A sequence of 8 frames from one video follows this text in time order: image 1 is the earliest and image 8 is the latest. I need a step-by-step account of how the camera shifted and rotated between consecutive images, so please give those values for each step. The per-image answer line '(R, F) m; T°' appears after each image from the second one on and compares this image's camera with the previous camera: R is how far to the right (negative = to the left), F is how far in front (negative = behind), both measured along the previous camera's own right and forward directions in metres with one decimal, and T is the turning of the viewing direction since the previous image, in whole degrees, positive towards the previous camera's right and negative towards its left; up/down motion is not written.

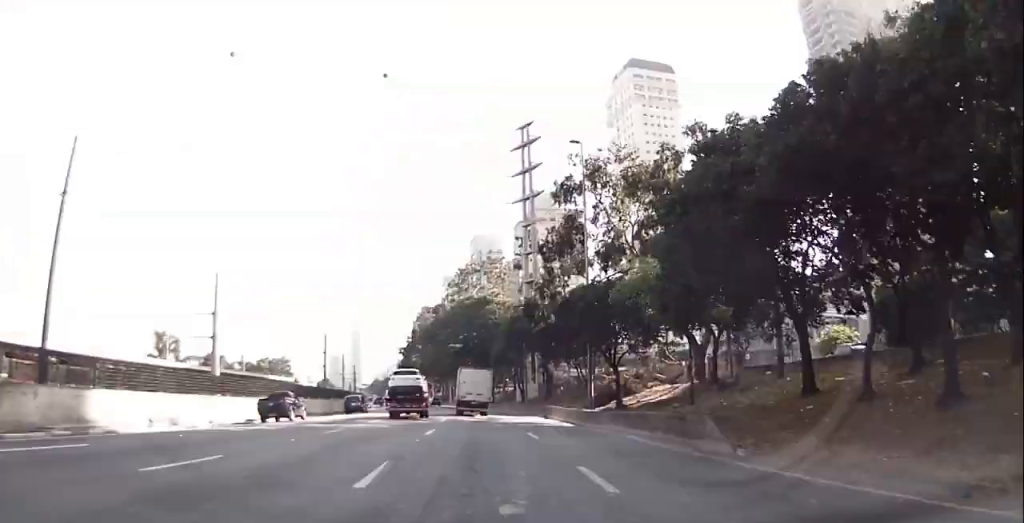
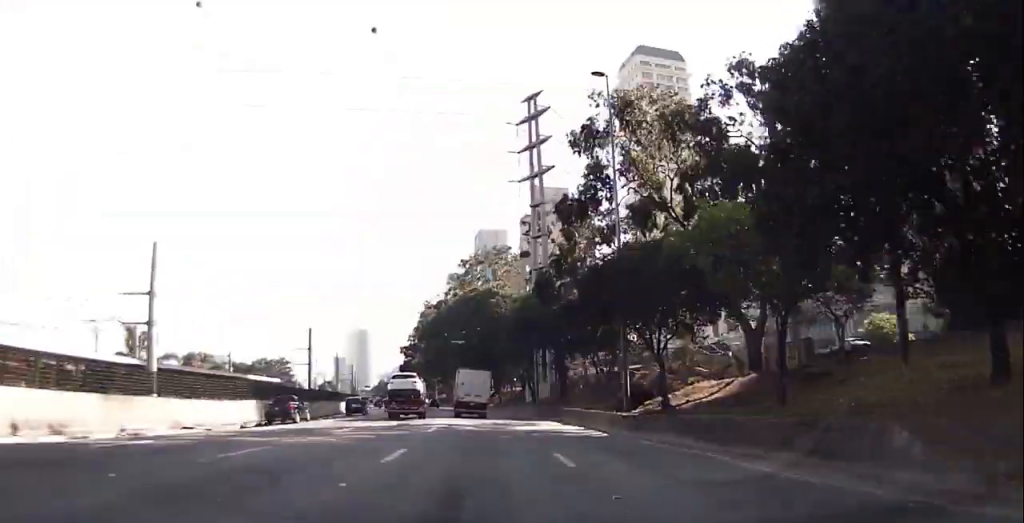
(0.0, +8.6) m; -1°
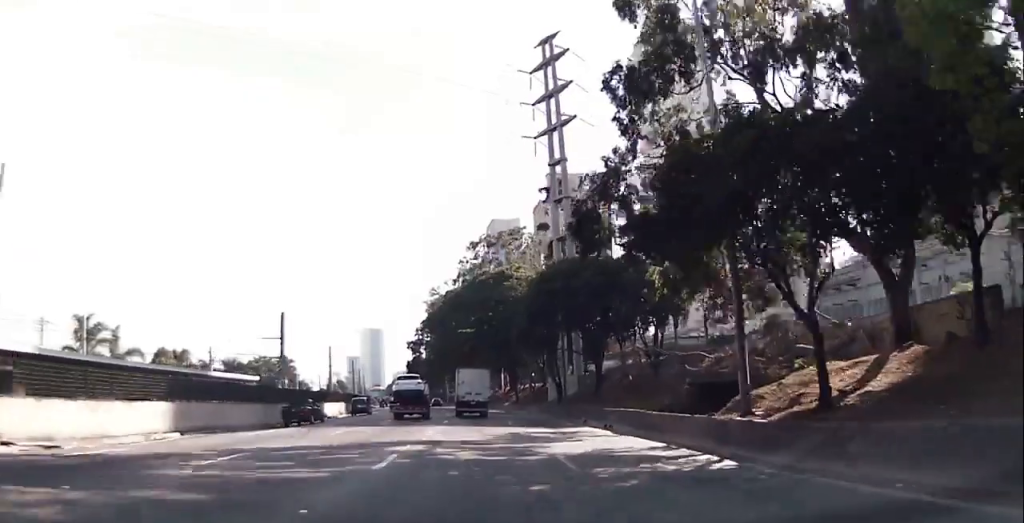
(-0.1, +12.9) m; -1°
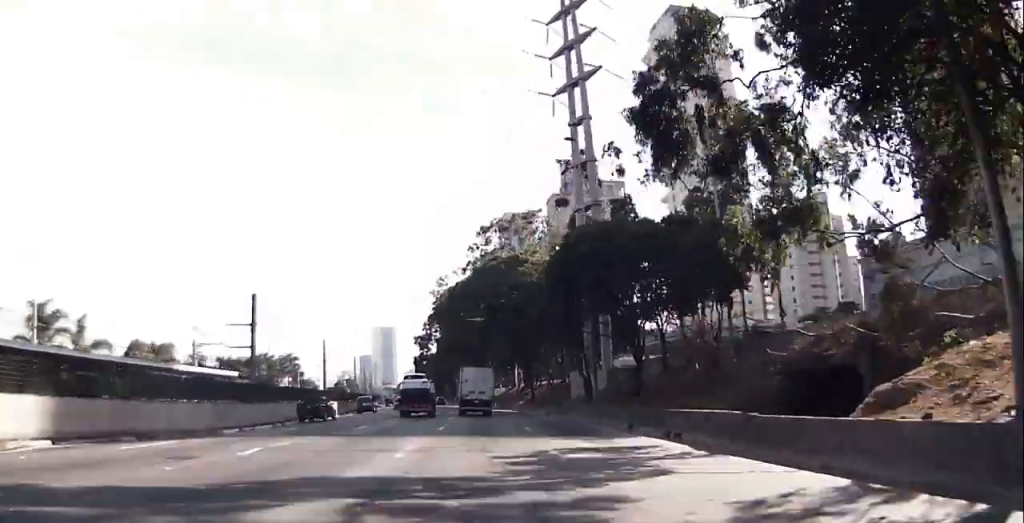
(-0.1, +9.5) m; -1°
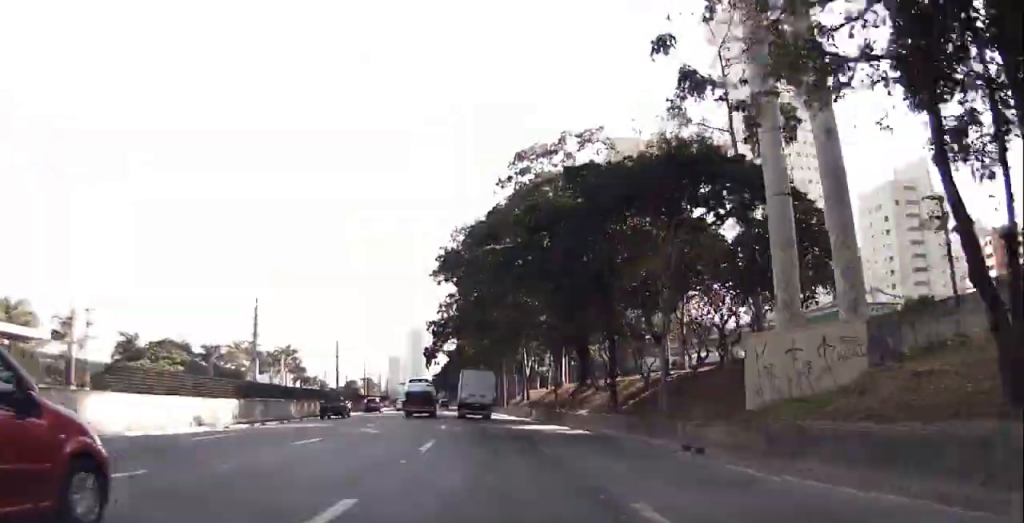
(-1.4, +33.5) m; -5°
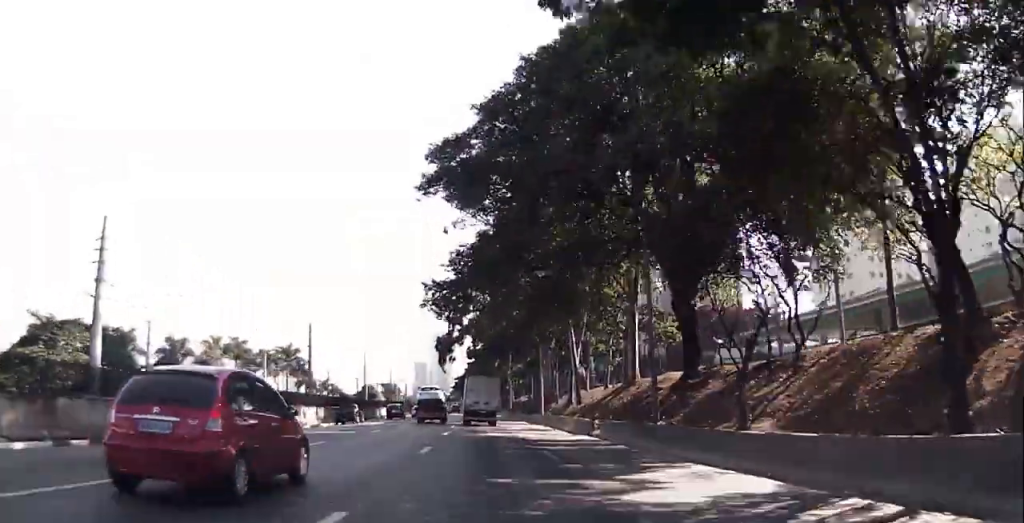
(-0.1, +25.4) m; 0°
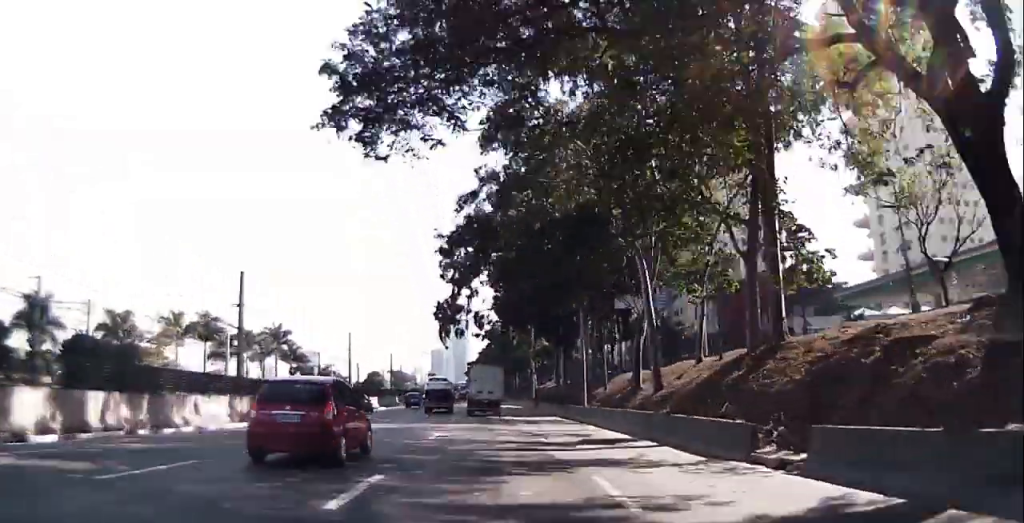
(-0.1, +22.2) m; -1°
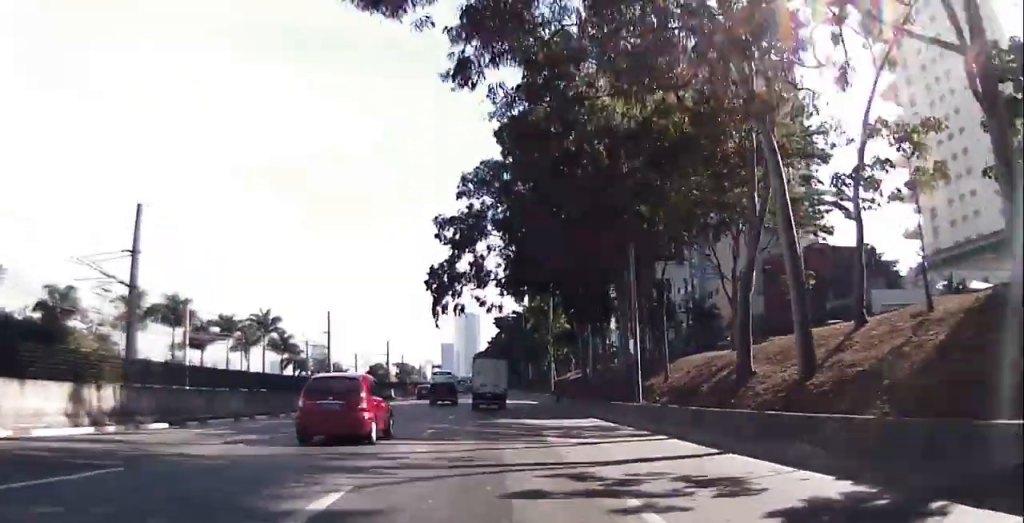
(-0.2, +15.5) m; -1°
